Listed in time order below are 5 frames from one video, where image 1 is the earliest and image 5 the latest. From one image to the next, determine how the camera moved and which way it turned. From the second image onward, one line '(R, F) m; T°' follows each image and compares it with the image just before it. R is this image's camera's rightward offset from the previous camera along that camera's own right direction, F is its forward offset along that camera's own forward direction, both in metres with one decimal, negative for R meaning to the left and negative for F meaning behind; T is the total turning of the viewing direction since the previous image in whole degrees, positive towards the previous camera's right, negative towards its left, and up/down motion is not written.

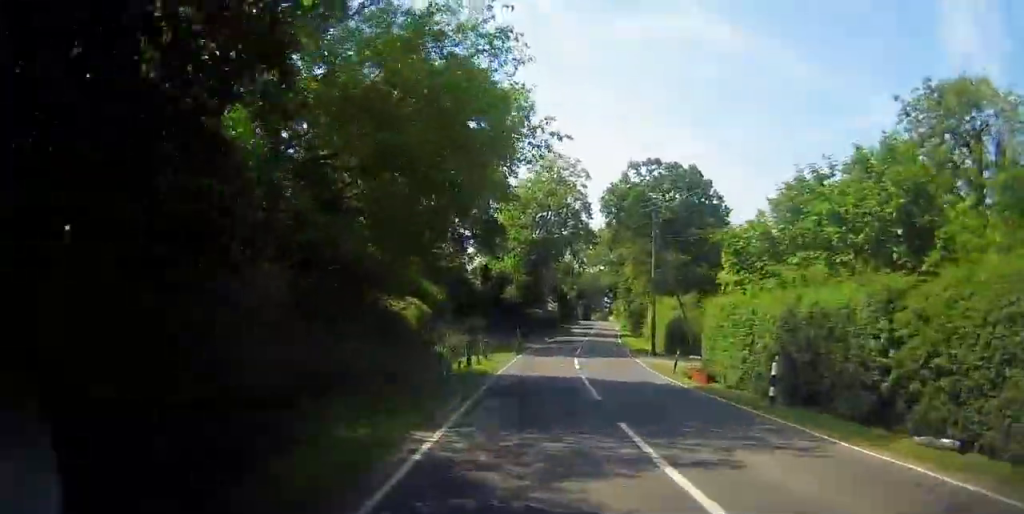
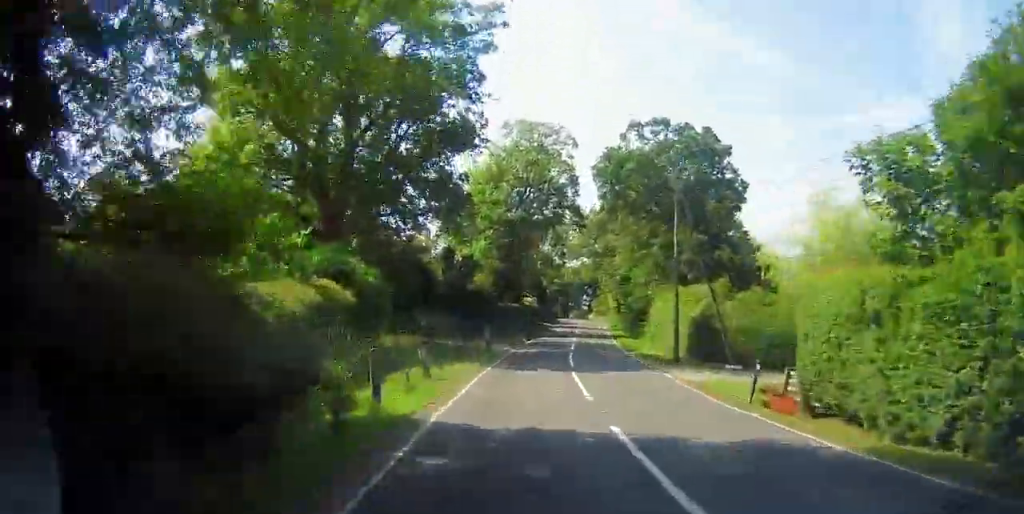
(+0.4, +10.0) m; +2°
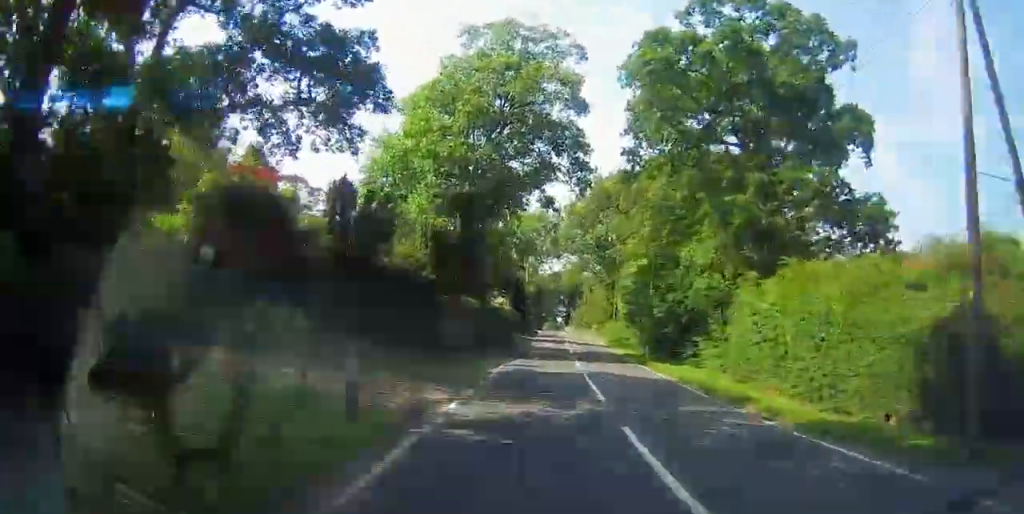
(0.0, +18.4) m; 0°
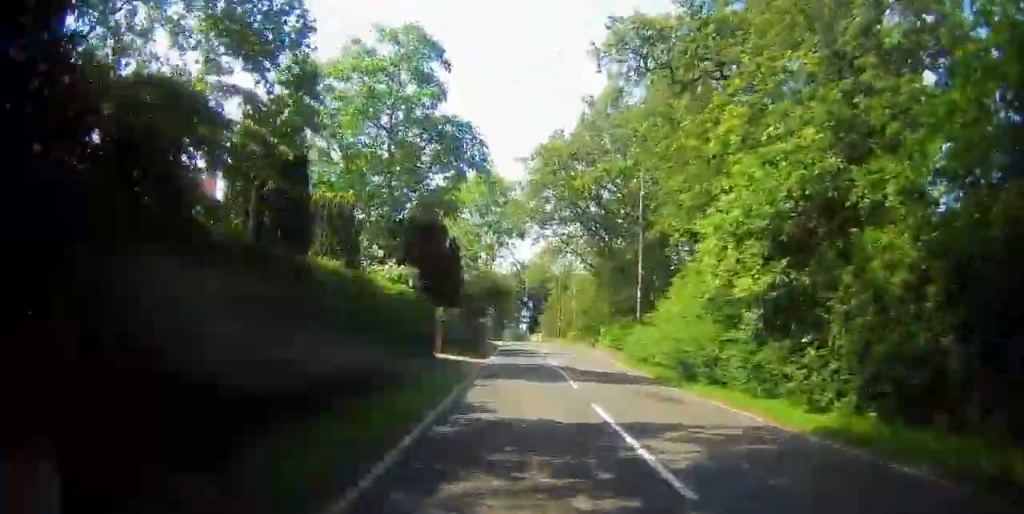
(0.0, +25.7) m; 0°
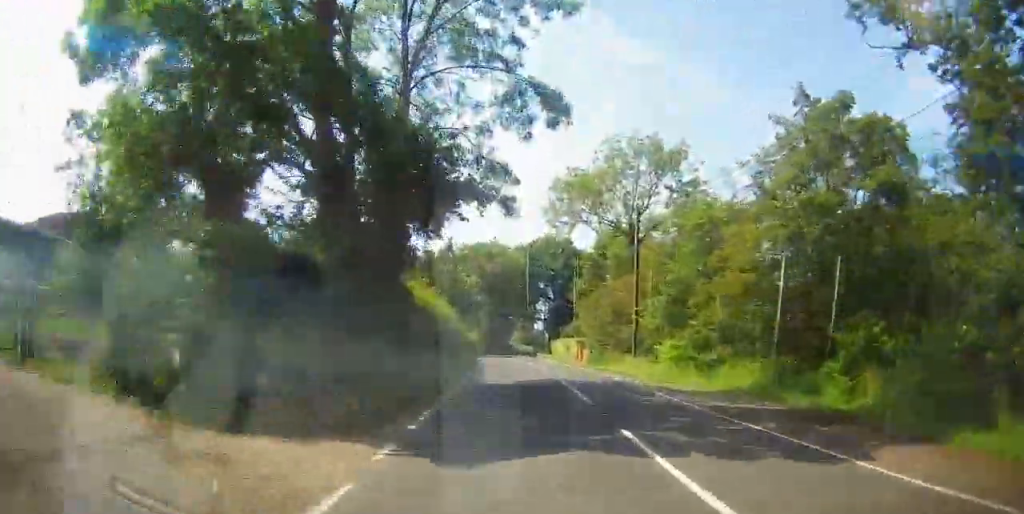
(+0.1, +47.9) m; +1°
